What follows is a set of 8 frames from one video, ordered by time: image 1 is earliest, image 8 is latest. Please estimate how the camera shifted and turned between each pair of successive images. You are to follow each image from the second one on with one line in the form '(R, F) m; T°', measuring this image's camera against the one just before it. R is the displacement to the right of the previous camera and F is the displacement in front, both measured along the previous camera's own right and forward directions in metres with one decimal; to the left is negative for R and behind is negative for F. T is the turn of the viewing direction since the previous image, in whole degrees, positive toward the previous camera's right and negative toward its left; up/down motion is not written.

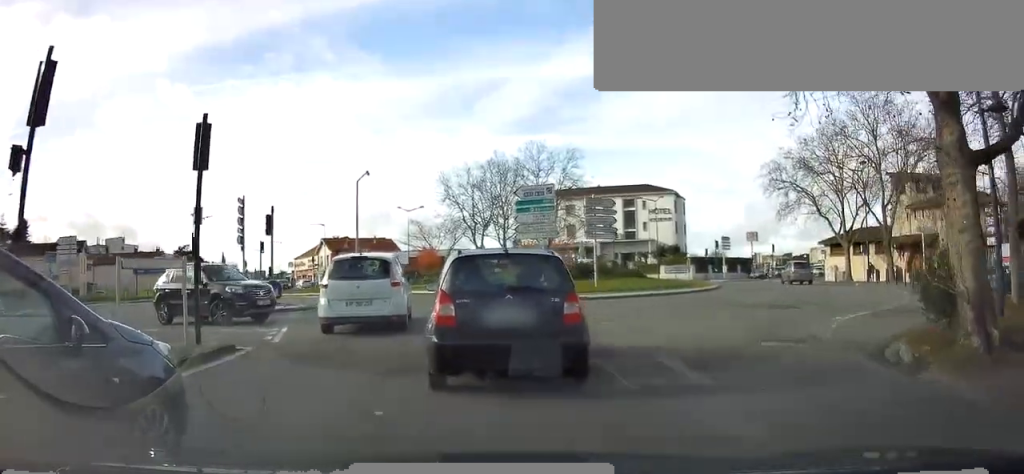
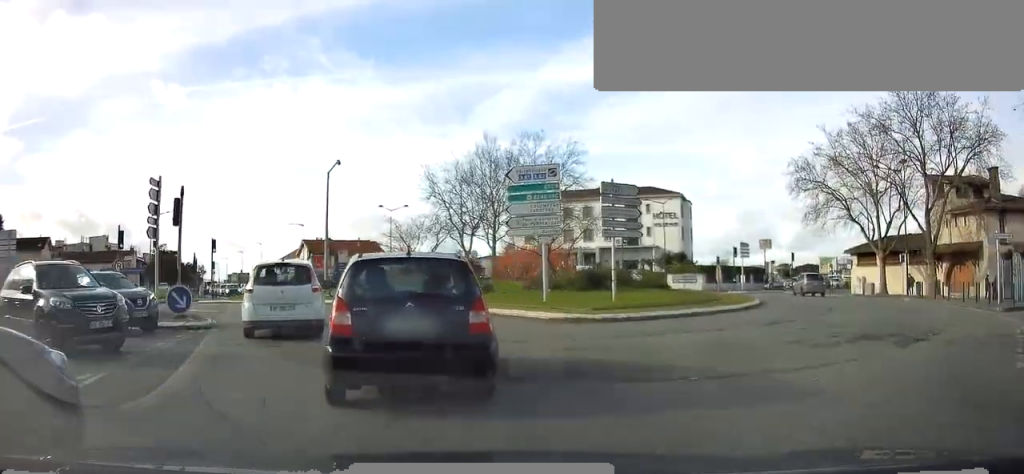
(+0.2, +6.8) m; +2°
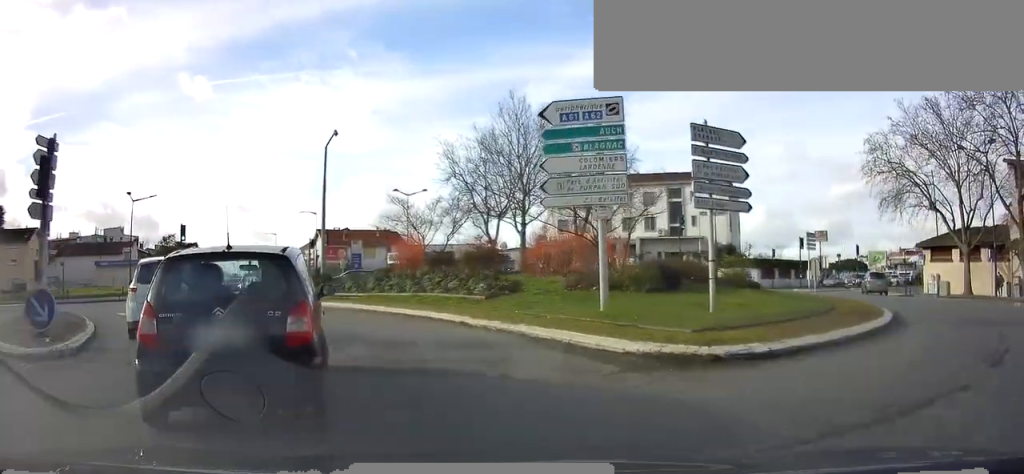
(-0.1, +7.0) m; -8°
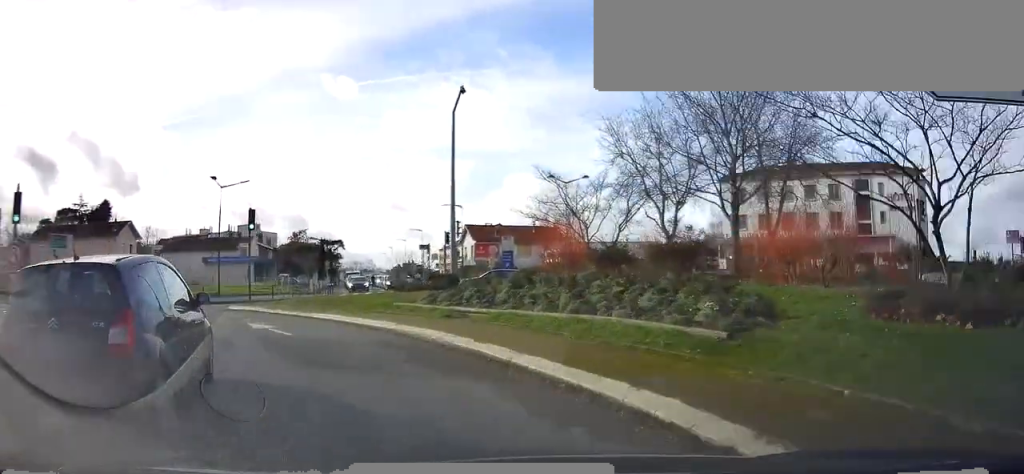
(-1.4, +8.4) m; -17°
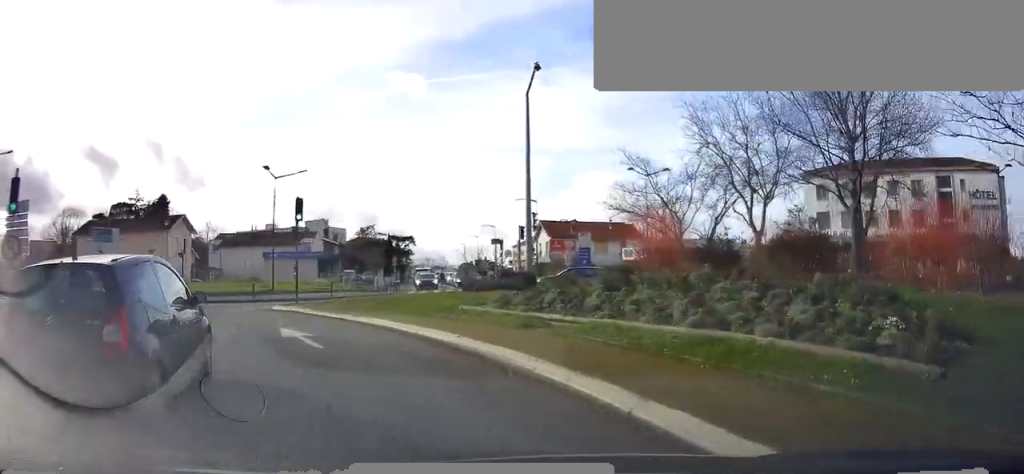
(+0.1, +2.8) m; -8°
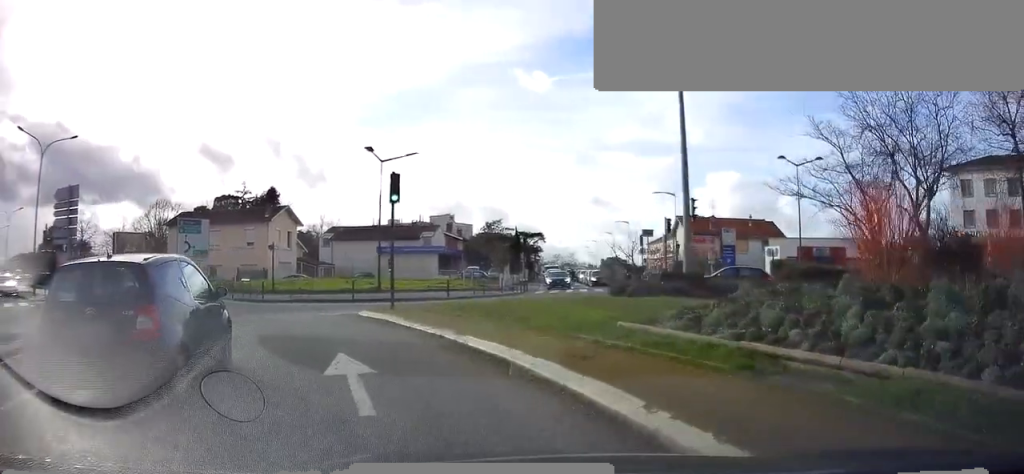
(-0.8, +4.7) m; -21°
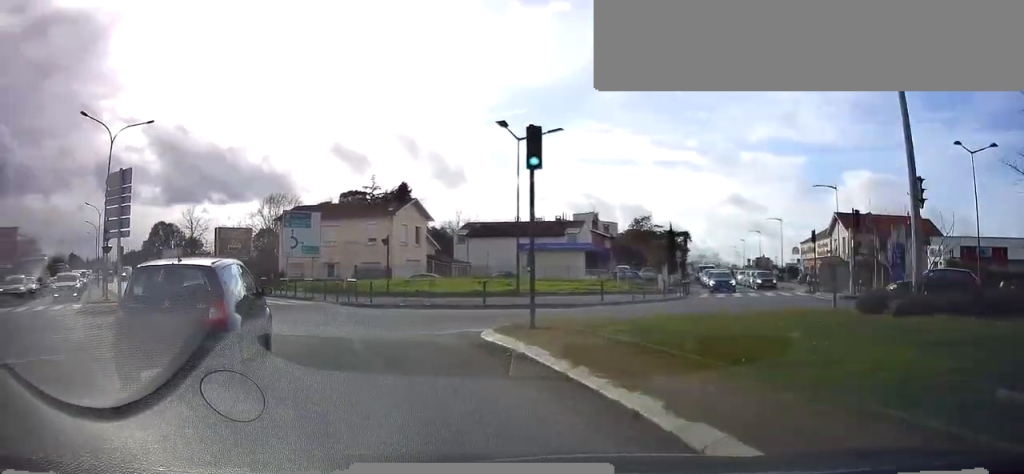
(-1.5, +5.8) m; -22°
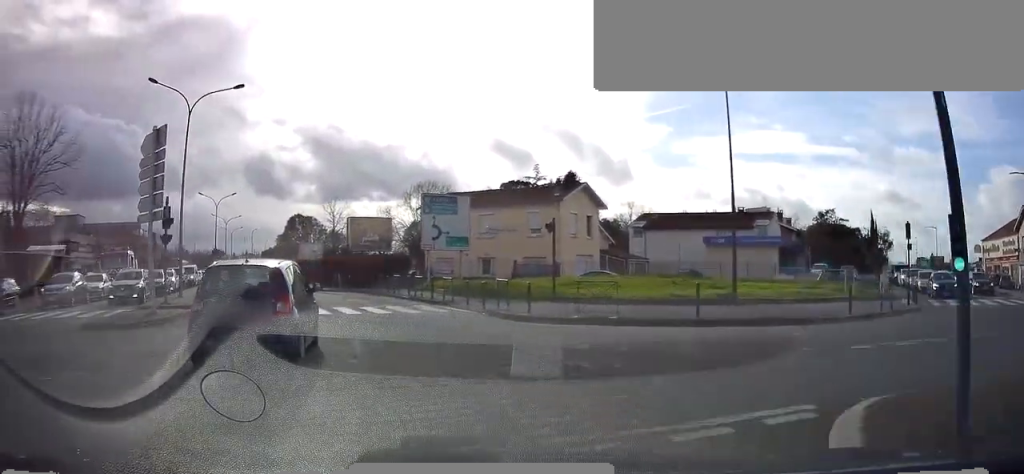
(-1.3, +8.1) m; -9°
